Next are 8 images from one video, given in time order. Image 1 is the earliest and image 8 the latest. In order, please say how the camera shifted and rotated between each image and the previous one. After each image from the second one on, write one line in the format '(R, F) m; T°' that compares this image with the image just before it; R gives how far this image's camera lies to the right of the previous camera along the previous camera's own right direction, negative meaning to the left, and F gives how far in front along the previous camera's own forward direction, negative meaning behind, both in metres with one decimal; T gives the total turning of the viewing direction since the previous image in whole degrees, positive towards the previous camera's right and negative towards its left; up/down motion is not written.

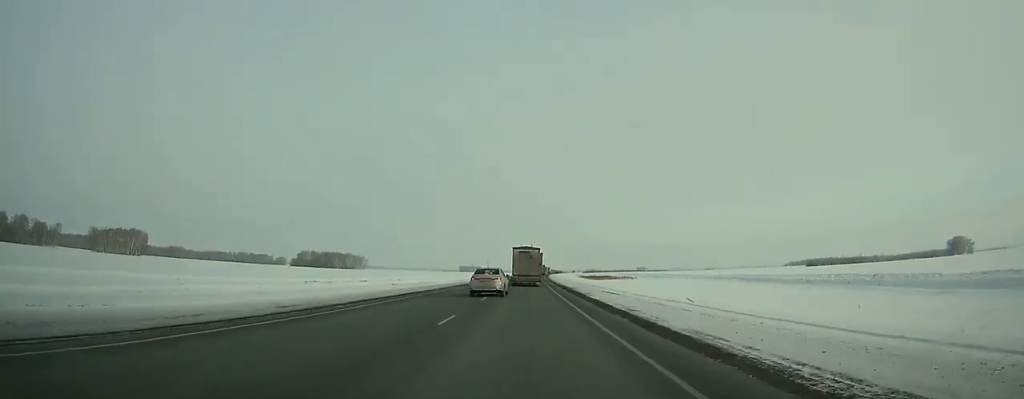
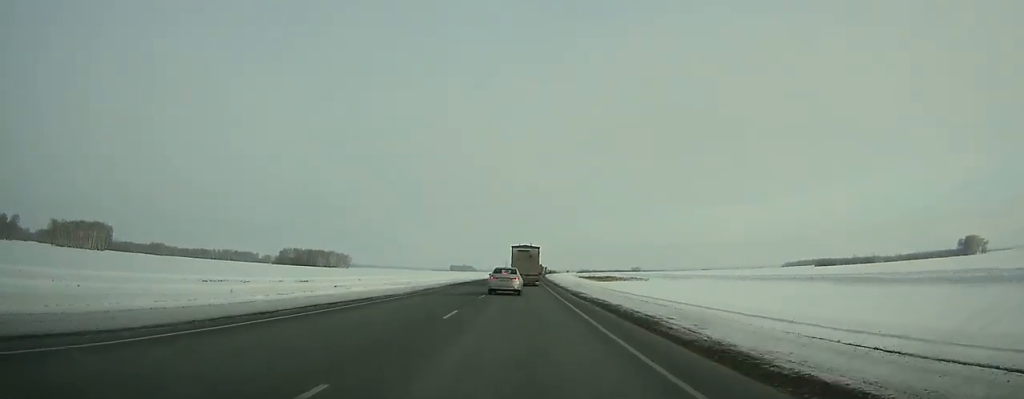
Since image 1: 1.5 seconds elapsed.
(+0.3, +34.6) m; 0°
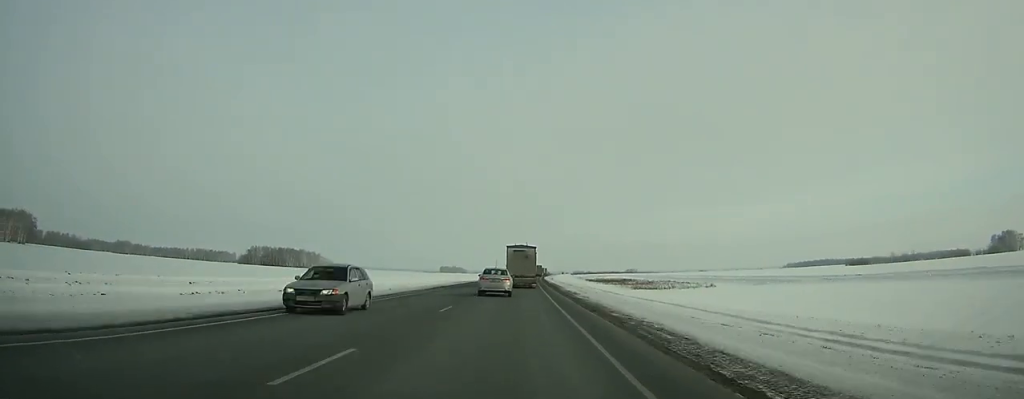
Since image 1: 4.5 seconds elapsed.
(+0.5, +69.1) m; +1°
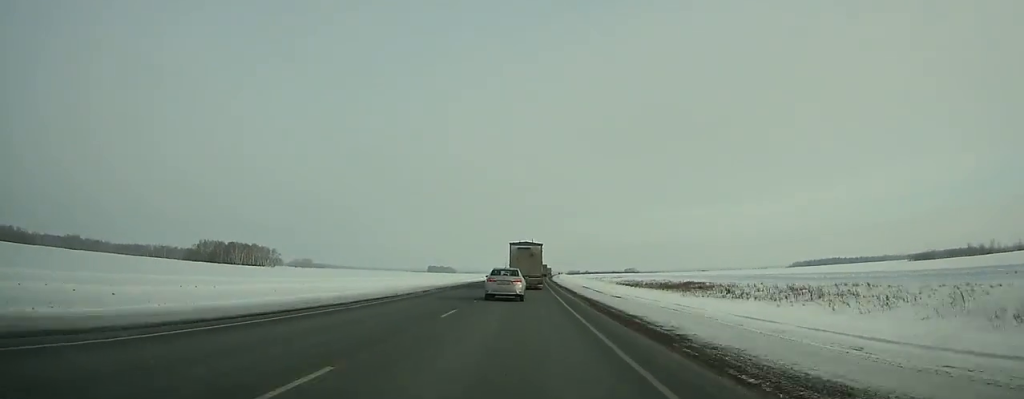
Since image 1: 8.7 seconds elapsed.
(+0.8, +96.0) m; +1°
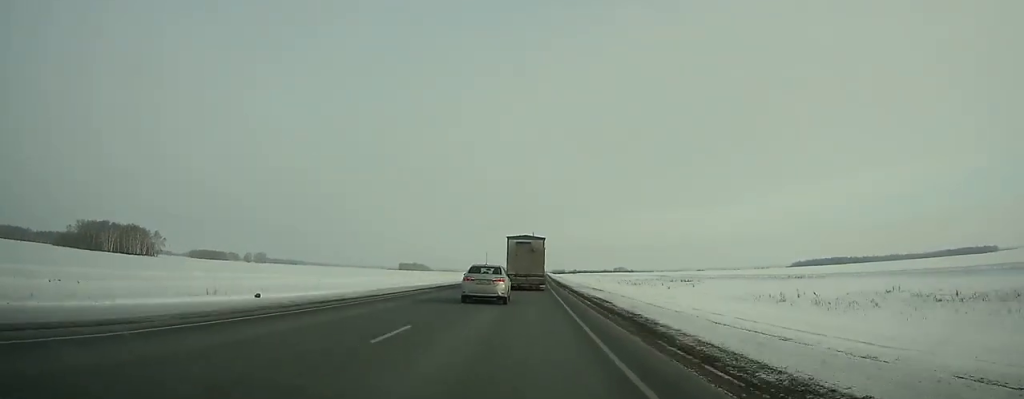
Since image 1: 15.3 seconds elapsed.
(+1.8, +152.6) m; +1°
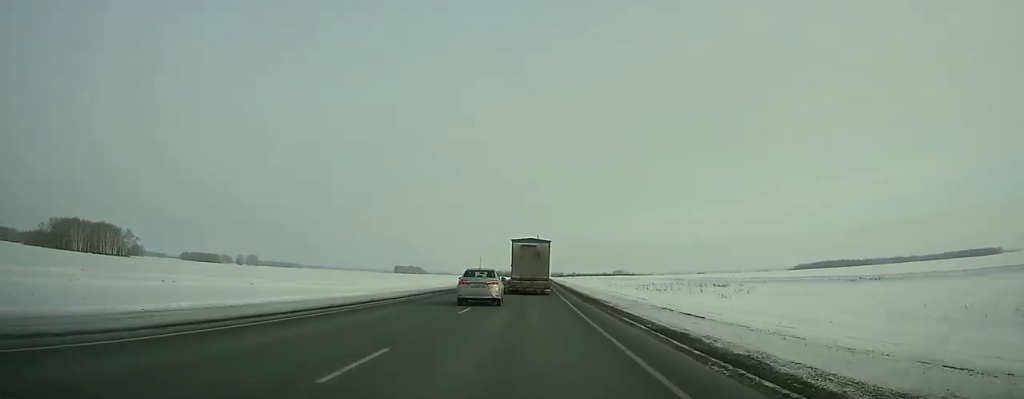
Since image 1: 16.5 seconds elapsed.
(0.0, +29.4) m; 0°
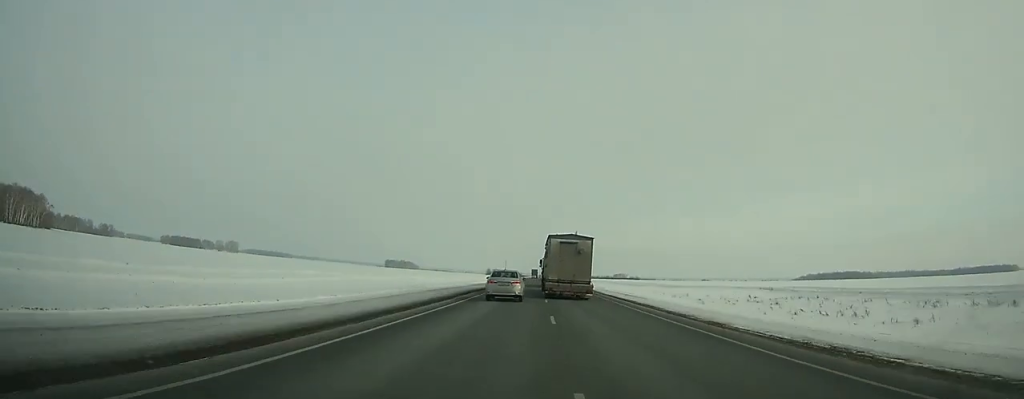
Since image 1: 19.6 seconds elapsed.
(+0.4, +78.6) m; +1°
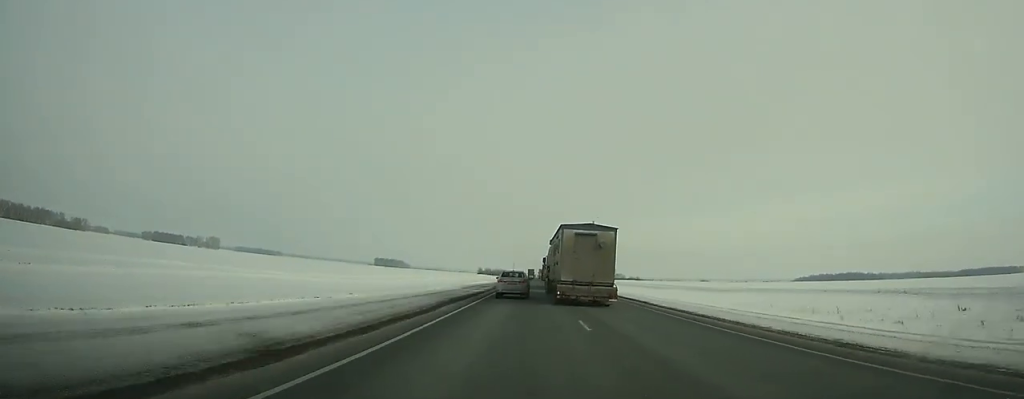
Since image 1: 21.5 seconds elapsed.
(+0.2, +50.4) m; 0°
